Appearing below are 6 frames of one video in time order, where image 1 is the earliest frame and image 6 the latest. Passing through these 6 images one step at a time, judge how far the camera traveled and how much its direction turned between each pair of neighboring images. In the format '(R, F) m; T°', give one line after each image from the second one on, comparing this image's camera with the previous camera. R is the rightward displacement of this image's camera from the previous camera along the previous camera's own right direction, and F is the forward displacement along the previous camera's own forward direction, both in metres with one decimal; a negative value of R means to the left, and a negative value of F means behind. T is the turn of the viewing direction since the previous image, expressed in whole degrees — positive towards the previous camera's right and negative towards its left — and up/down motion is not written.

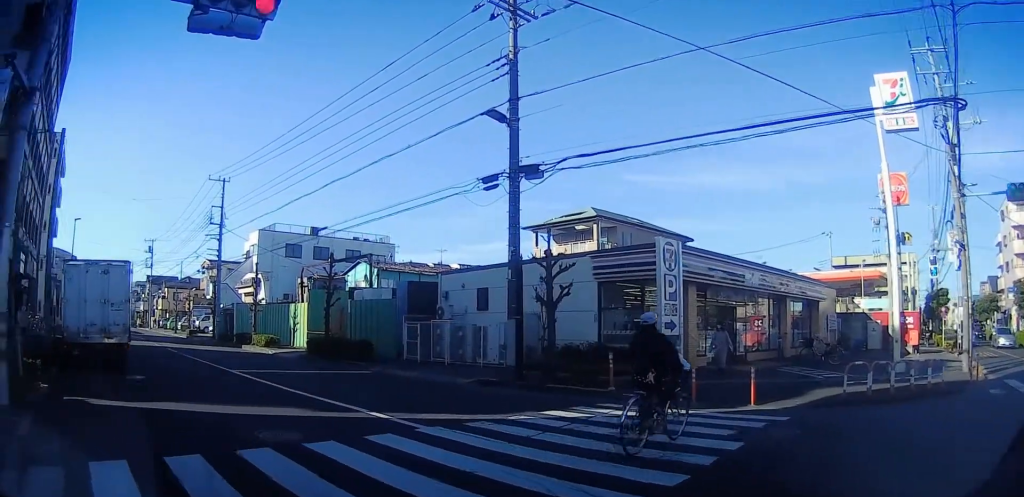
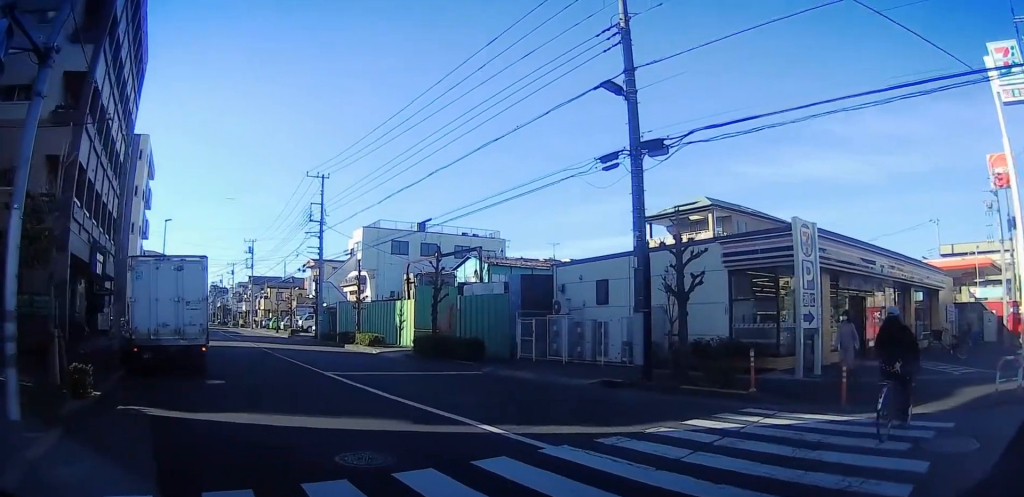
(0.0, +2.9) m; -10°
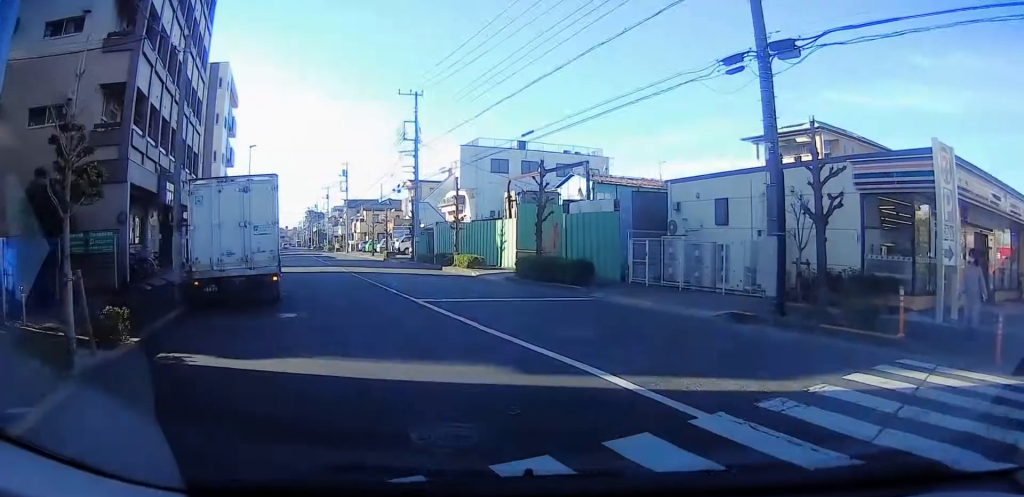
(-0.5, +3.1) m; -16°
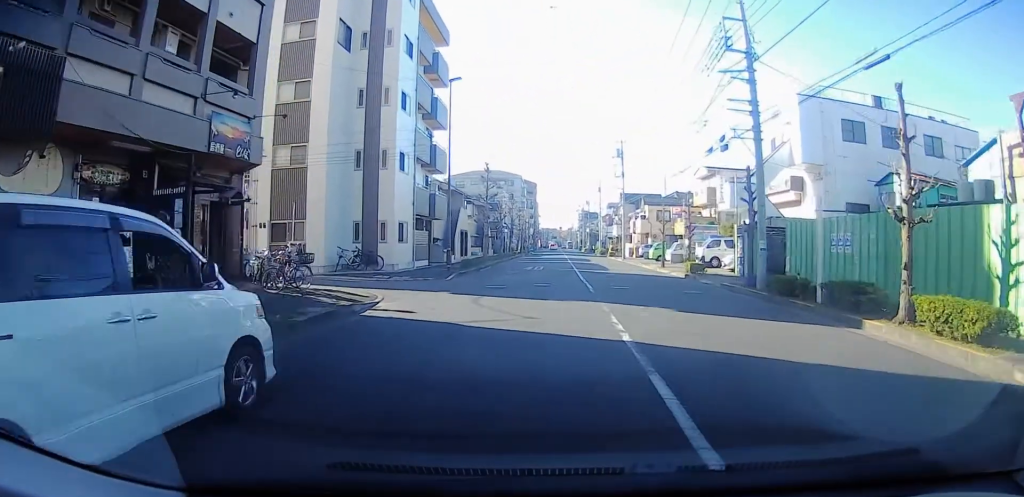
(+0.8, +21.5) m; -6°
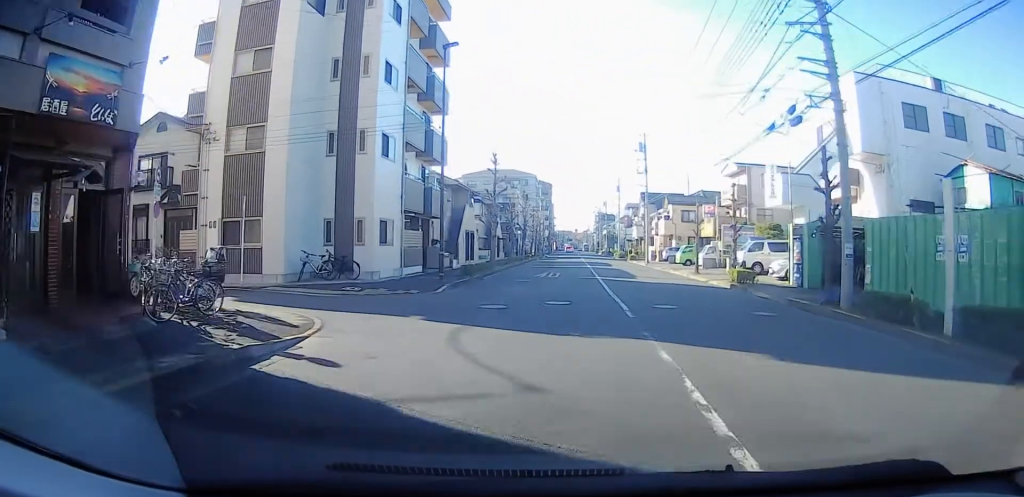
(-0.1, +5.4) m; -2°
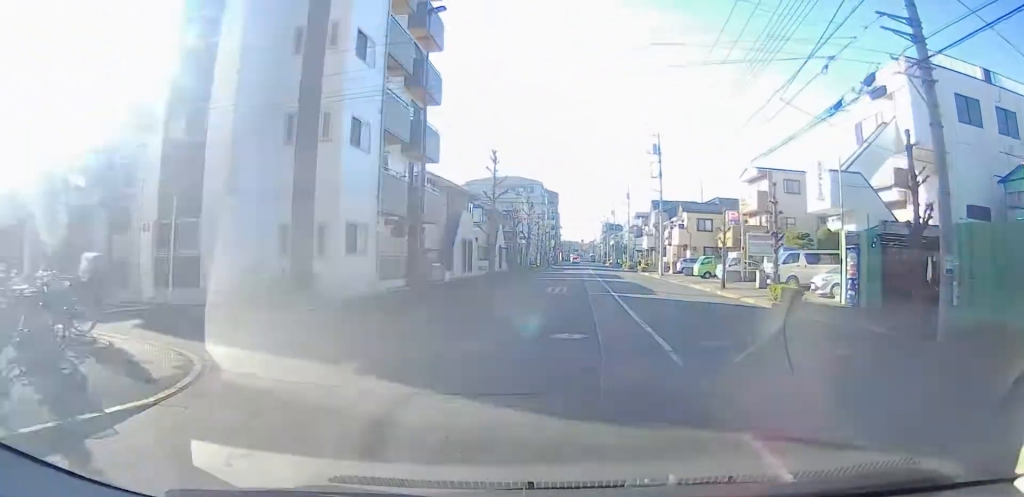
(+0.1, +4.2) m; -3°
